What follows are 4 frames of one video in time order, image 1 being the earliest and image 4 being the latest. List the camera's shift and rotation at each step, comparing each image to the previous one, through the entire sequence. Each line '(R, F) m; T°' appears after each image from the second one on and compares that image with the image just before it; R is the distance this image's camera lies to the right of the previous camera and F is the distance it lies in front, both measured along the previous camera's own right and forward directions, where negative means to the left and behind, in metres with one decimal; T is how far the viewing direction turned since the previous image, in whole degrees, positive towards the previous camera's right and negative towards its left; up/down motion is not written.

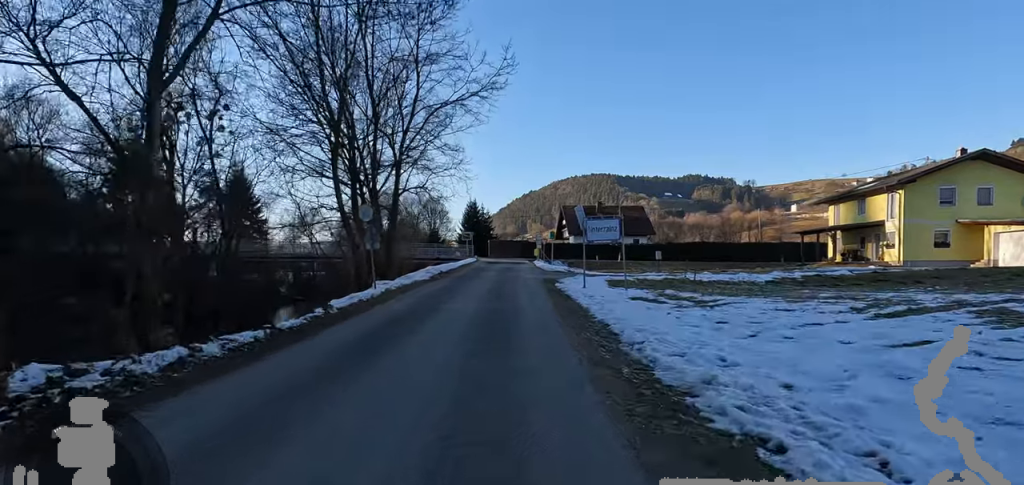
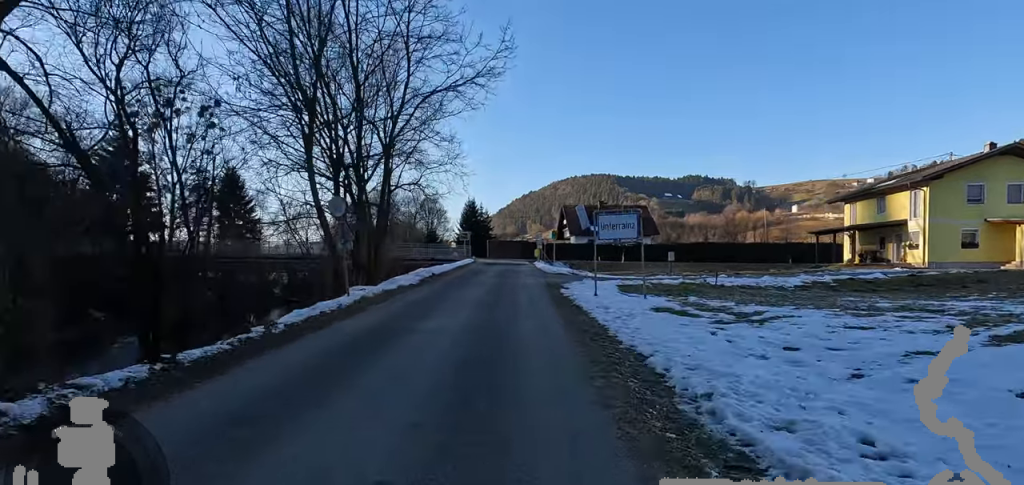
(0.0, +2.4) m; -3°
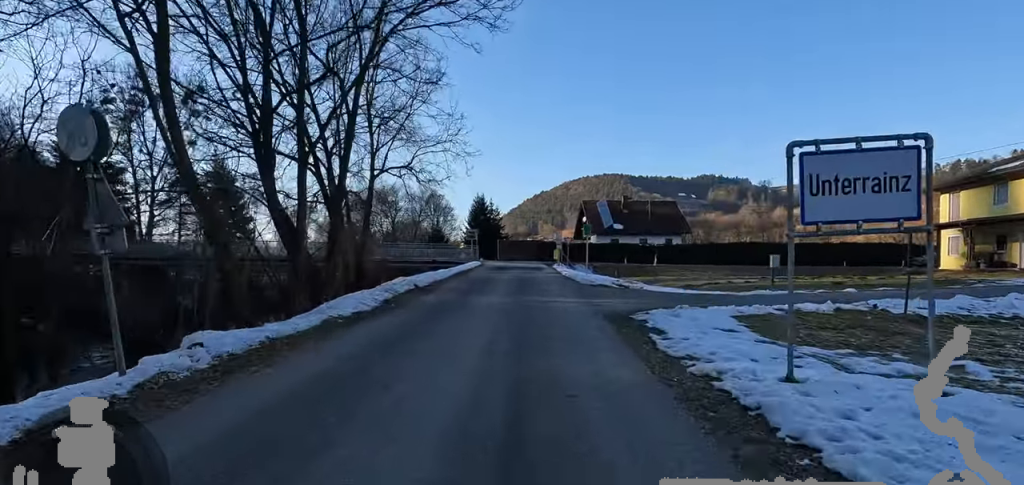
(-0.2, +8.3) m; +2°
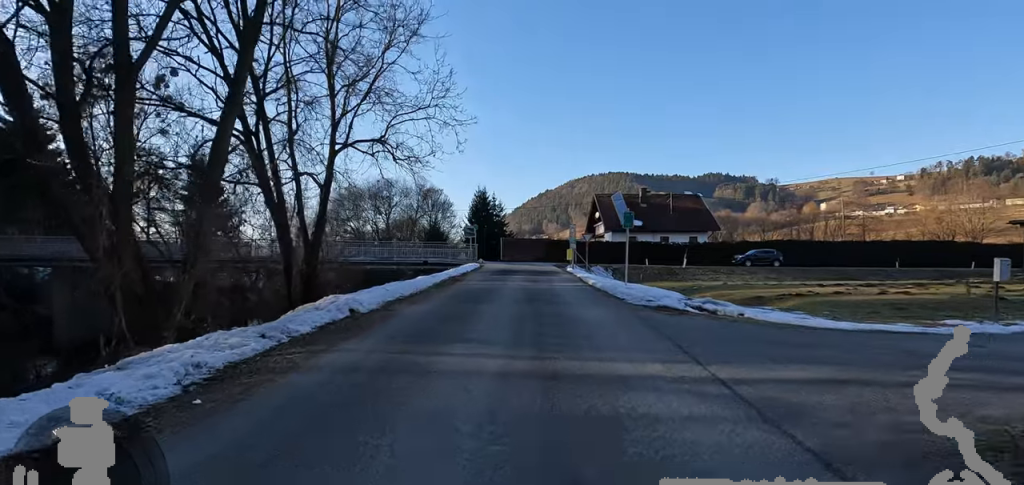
(+0.1, +7.3) m; +4°
